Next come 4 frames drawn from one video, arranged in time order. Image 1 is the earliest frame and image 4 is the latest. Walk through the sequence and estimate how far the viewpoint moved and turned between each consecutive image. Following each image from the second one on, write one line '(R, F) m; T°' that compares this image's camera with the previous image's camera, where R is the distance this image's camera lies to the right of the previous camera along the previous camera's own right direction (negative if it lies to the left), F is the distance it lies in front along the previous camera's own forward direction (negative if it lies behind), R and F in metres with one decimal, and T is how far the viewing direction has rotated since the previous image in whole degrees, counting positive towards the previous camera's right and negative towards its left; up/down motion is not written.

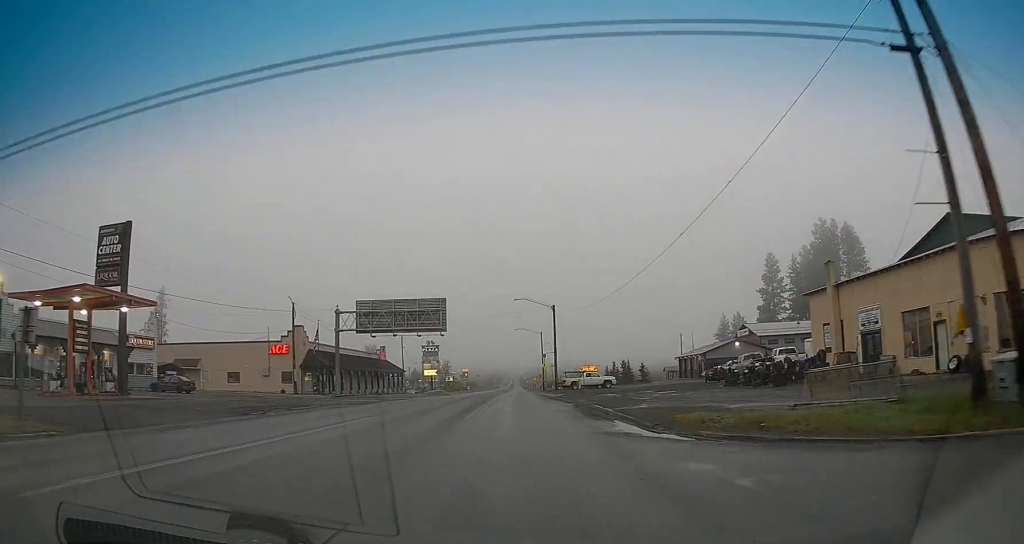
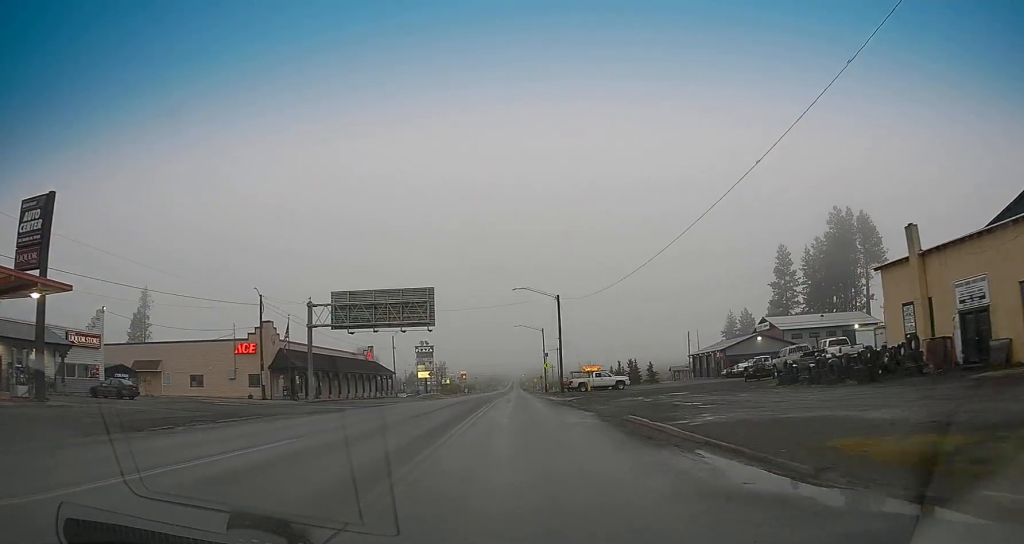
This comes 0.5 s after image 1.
(0.0, +8.6) m; -1°
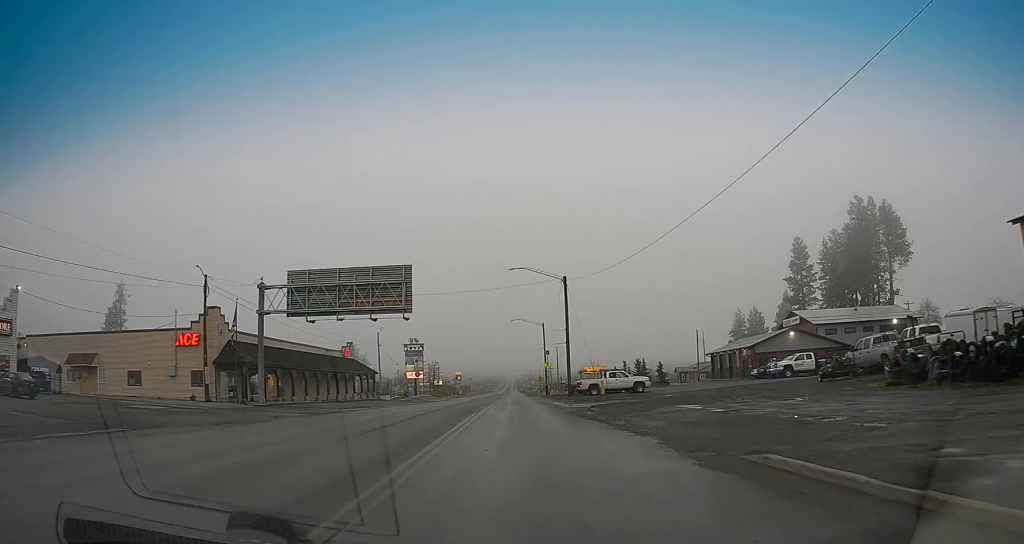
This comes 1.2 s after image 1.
(-0.2, +10.7) m; 0°
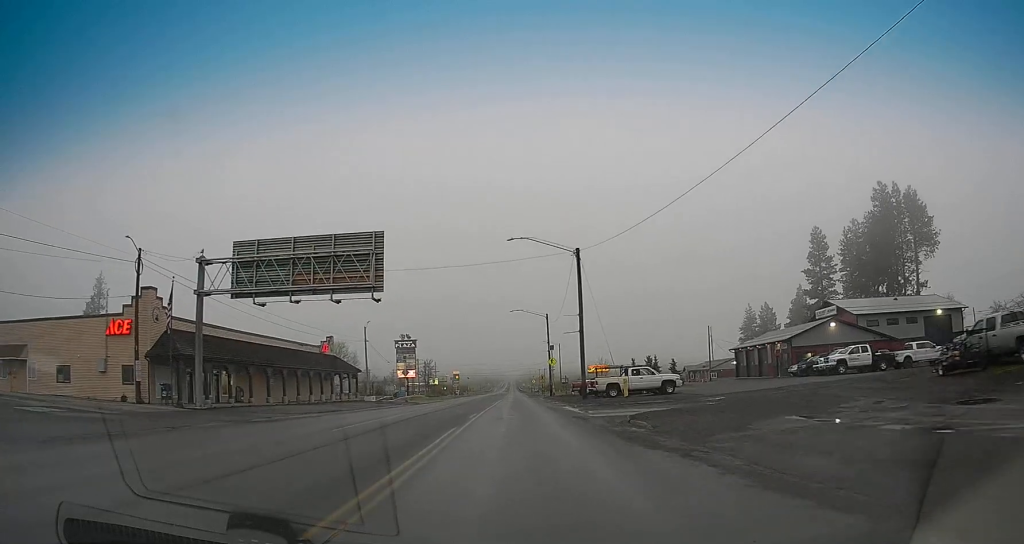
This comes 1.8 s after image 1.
(0.0, +9.7) m; +1°
